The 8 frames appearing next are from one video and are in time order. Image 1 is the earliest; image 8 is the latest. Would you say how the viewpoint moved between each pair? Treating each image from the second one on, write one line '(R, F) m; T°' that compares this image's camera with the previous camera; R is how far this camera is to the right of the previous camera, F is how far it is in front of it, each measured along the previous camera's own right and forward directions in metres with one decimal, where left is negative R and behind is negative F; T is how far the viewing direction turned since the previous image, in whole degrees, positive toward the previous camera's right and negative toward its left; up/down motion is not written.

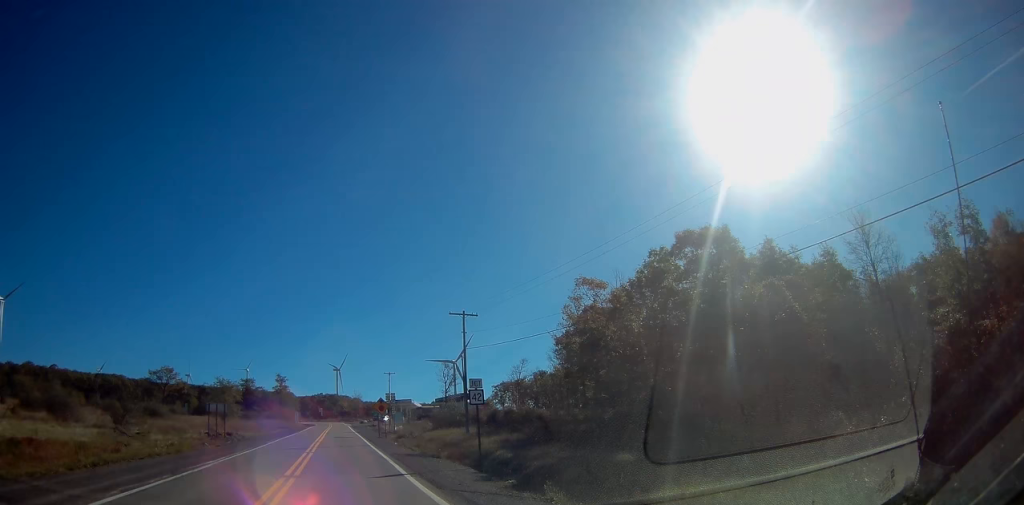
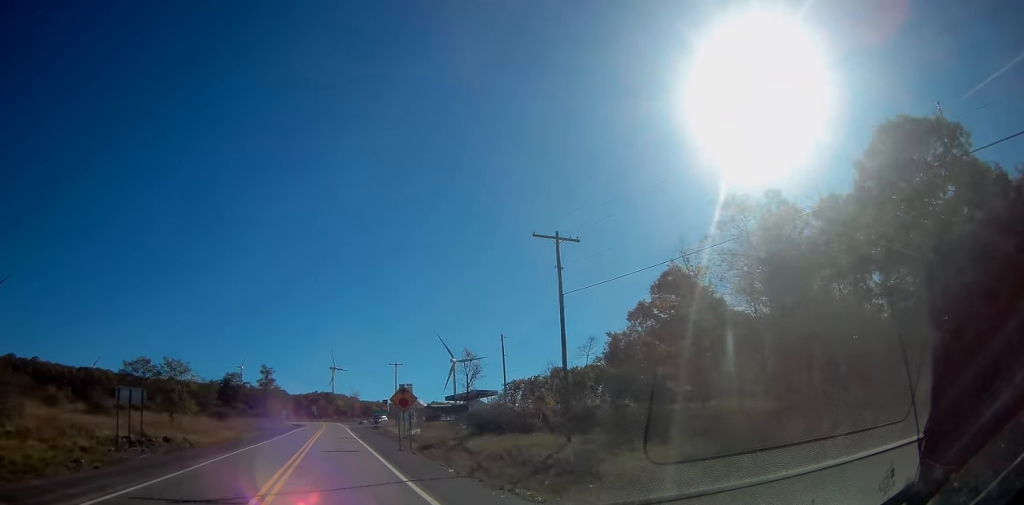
(0.0, +21.5) m; +1°
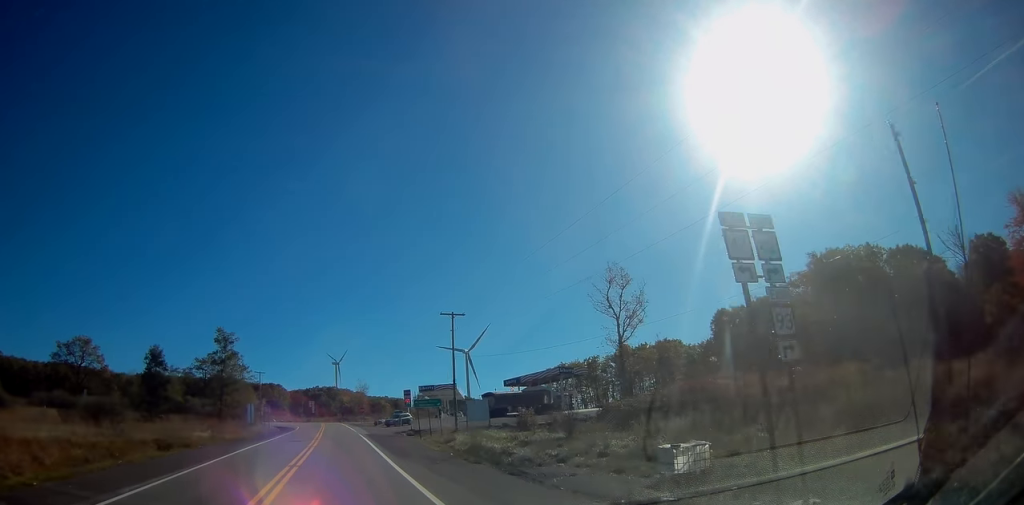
(-0.1, +47.8) m; -1°
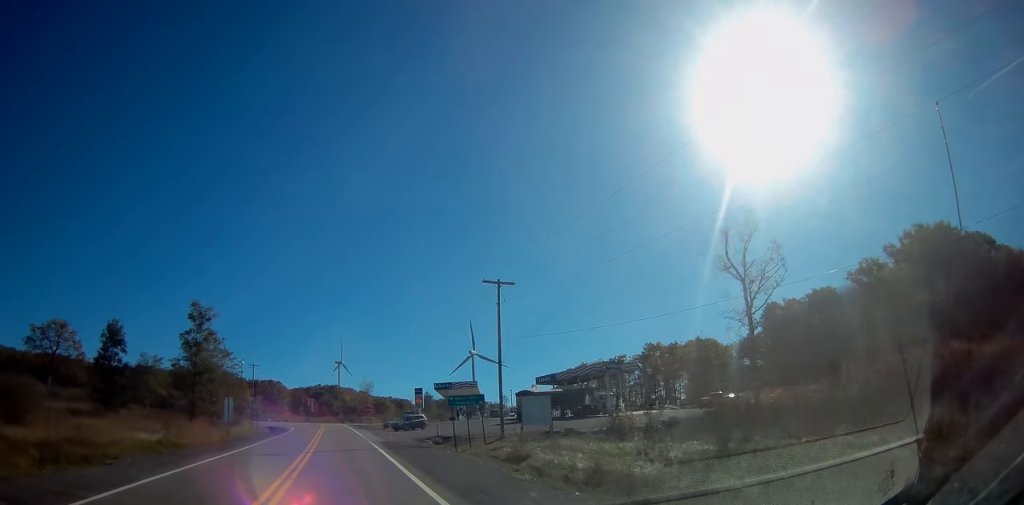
(0.0, +14.4) m; 0°
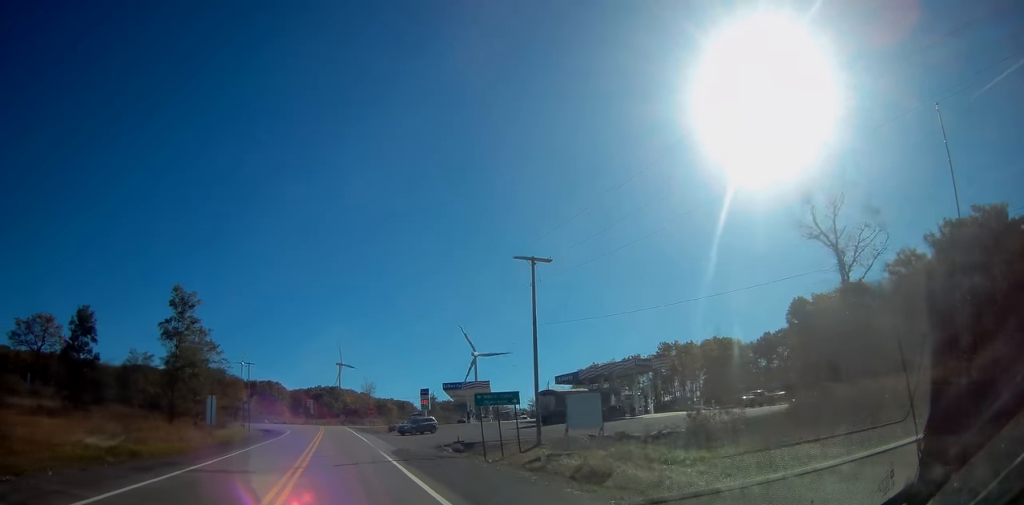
(0.0, +7.2) m; 0°
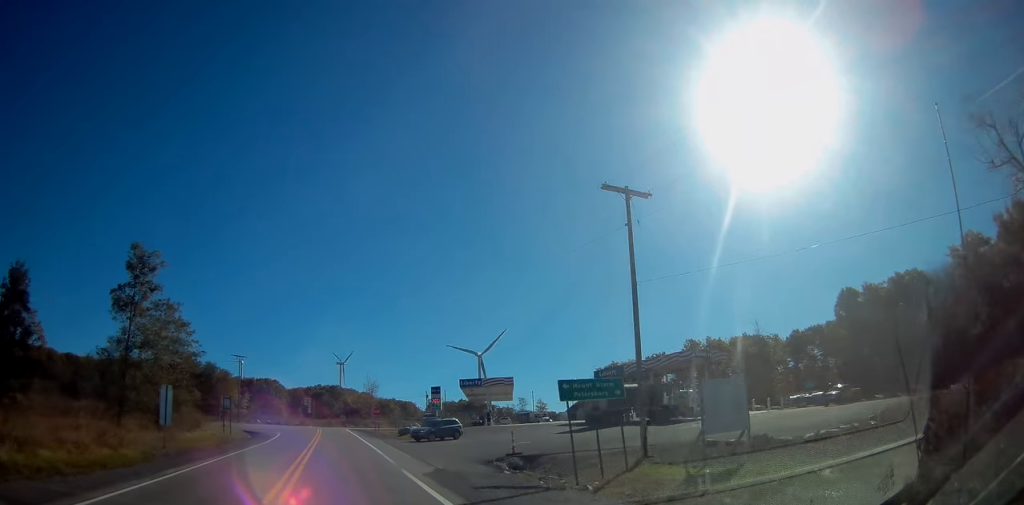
(0.0, +11.7) m; 0°
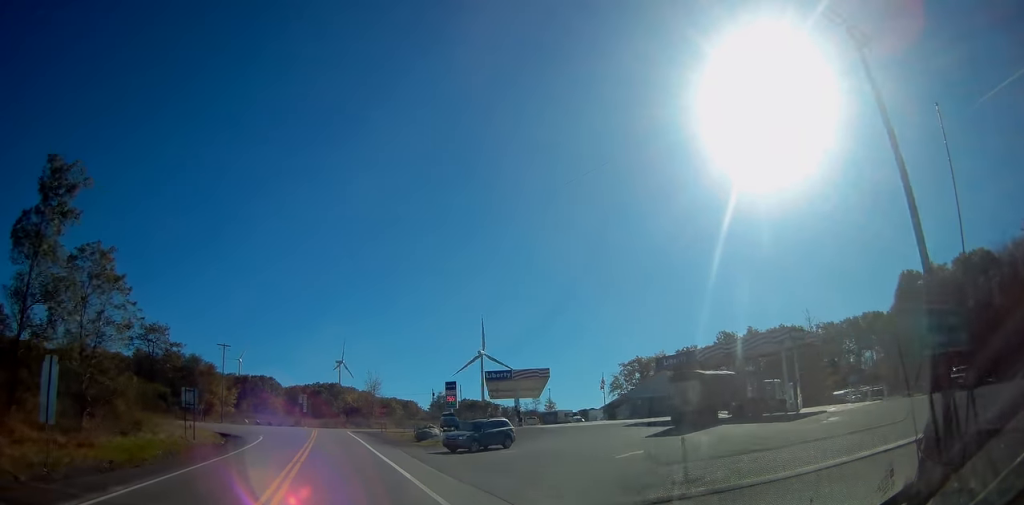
(0.0, +13.8) m; 0°
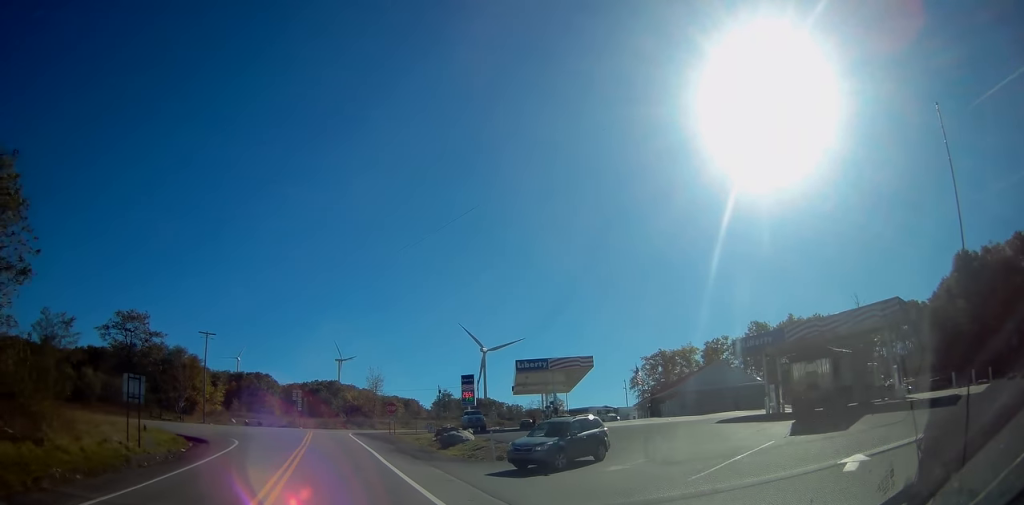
(+0.2, +11.6) m; -1°
